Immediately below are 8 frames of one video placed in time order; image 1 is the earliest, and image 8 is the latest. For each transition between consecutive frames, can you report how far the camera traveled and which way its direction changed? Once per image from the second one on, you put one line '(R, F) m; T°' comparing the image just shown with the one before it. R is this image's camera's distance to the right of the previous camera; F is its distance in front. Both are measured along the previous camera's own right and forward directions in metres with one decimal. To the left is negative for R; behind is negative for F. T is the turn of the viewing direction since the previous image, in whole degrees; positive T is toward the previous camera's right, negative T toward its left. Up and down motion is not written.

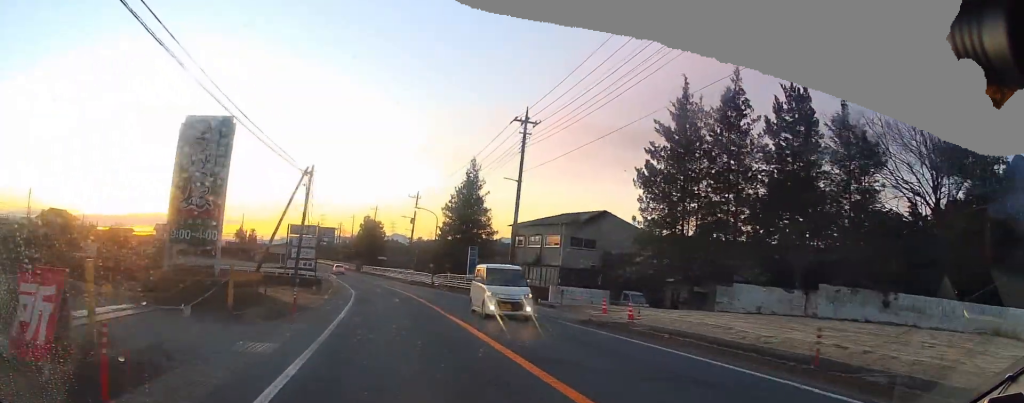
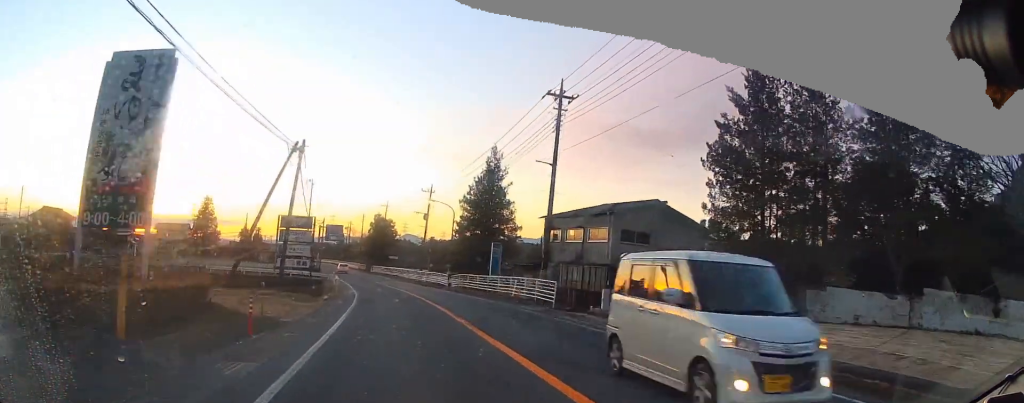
(0.0, +6.8) m; 0°
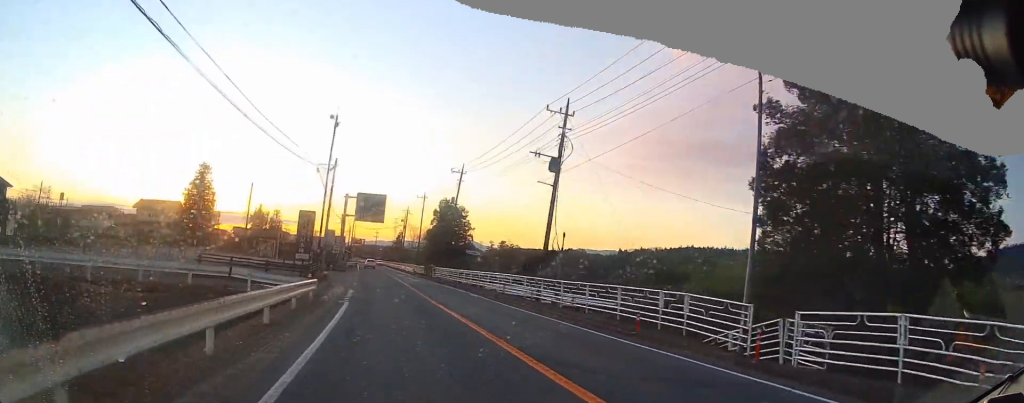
(-2.5, +42.4) m; -7°
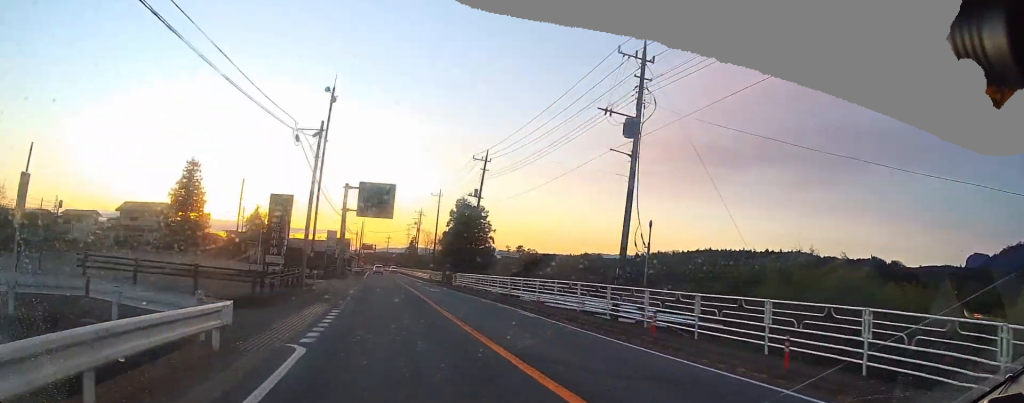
(+0.3, +11.6) m; -1°
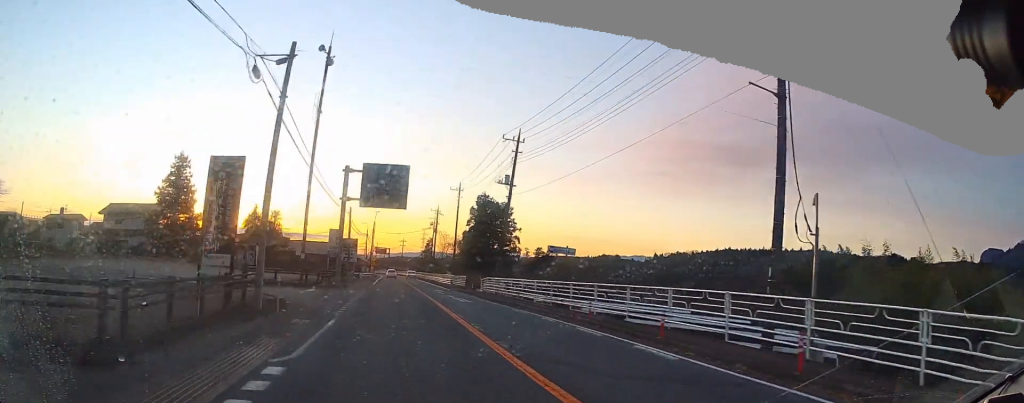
(-0.2, +10.5) m; -1°
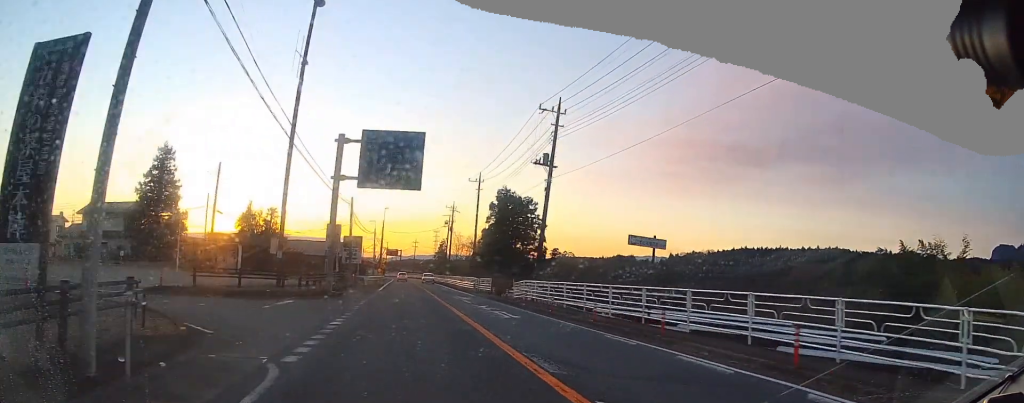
(-0.6, +10.0) m; 0°
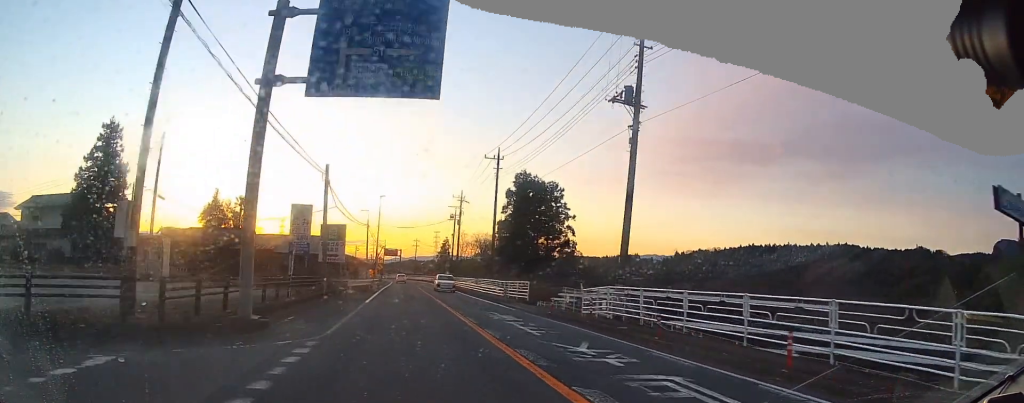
(+0.9, +14.7) m; 0°
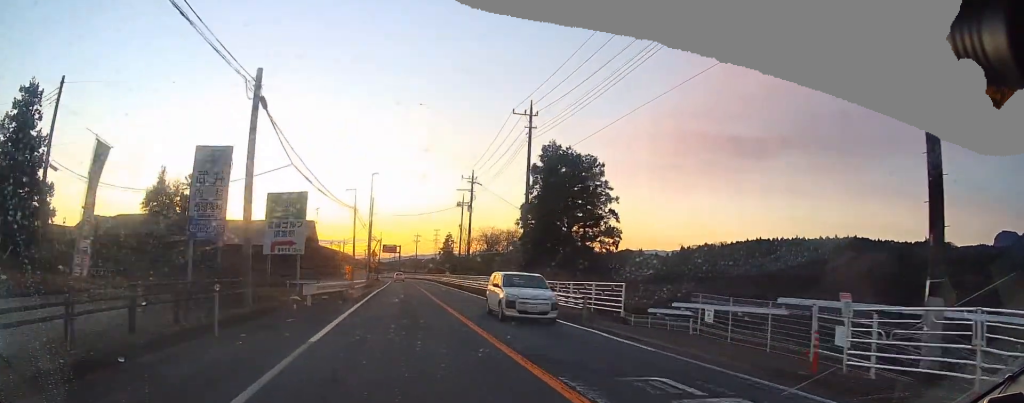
(-0.9, +15.0) m; 0°
